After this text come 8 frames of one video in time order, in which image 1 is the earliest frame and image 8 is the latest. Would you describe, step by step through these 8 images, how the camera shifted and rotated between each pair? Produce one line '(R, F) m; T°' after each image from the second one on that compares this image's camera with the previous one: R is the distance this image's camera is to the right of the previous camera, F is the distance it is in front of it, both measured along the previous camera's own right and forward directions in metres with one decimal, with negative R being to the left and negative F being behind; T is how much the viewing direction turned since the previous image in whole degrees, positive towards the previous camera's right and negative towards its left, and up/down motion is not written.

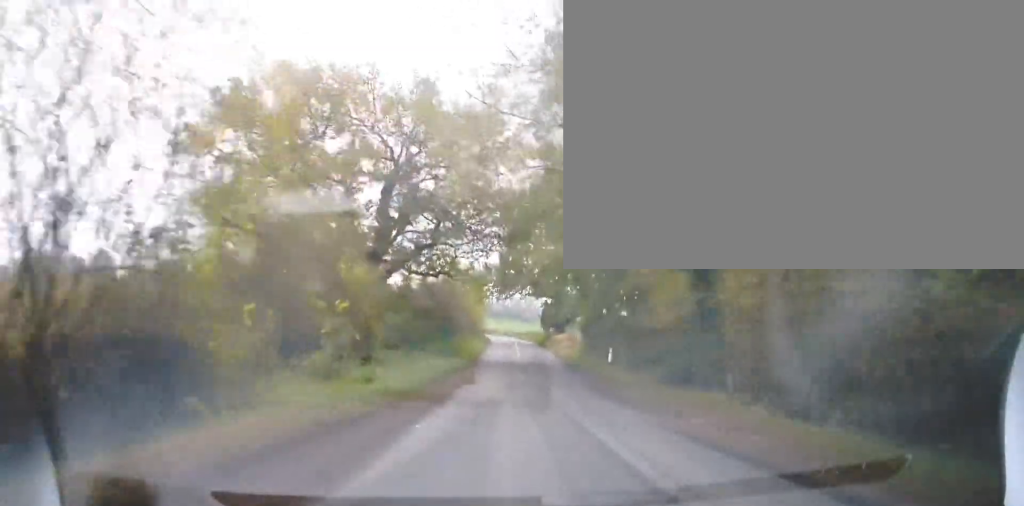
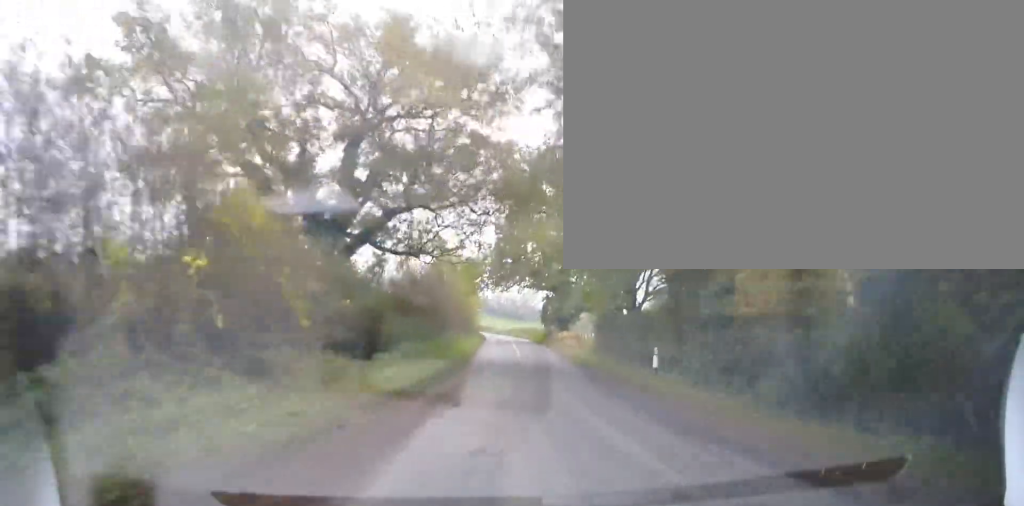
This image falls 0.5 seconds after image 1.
(+0.1, +6.9) m; +1°
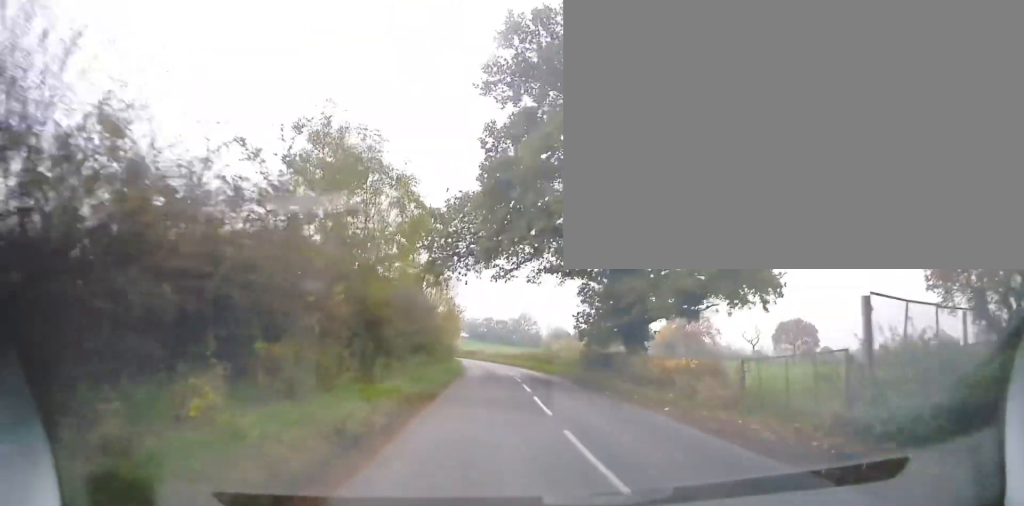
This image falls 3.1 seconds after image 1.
(+0.3, +31.7) m; 0°
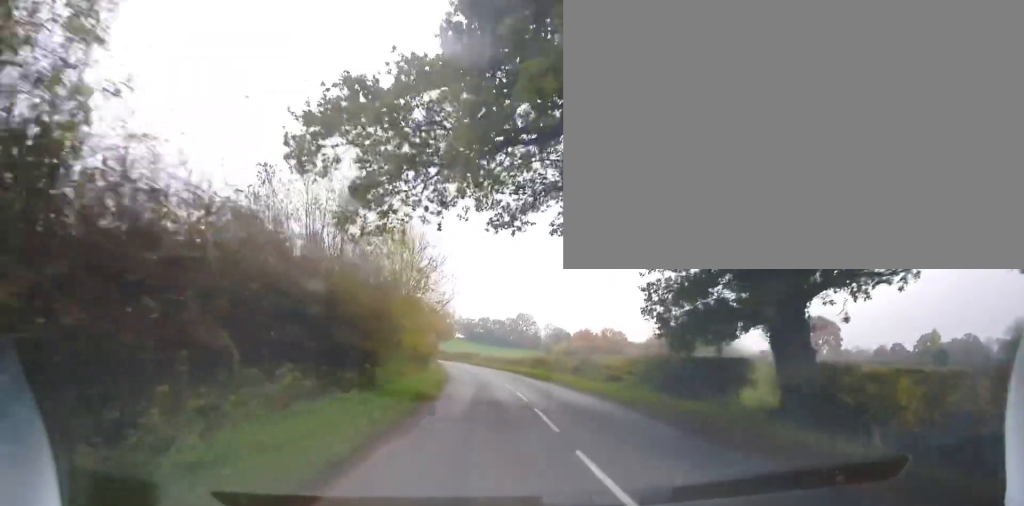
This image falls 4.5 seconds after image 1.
(+0.4, +14.4) m; +1°
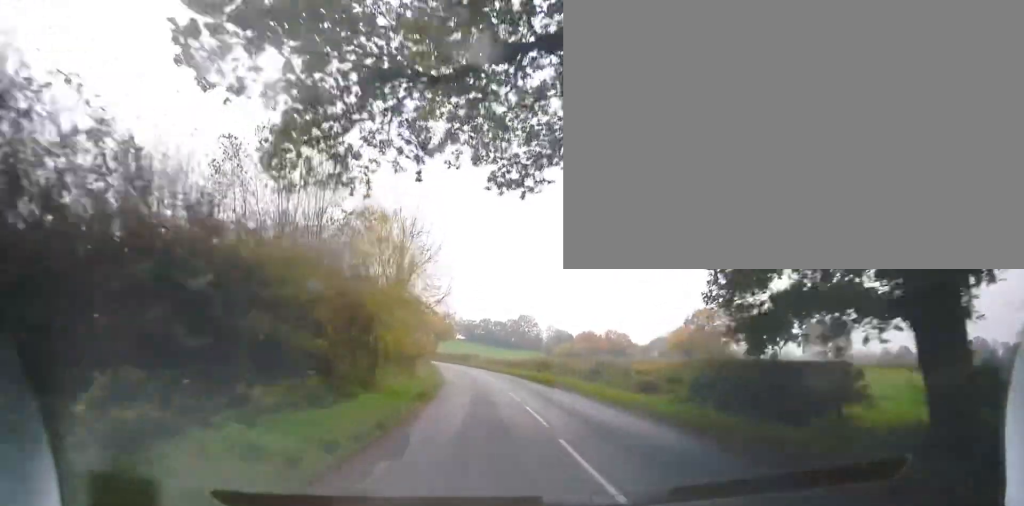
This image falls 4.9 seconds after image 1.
(0.0, +4.3) m; 0°
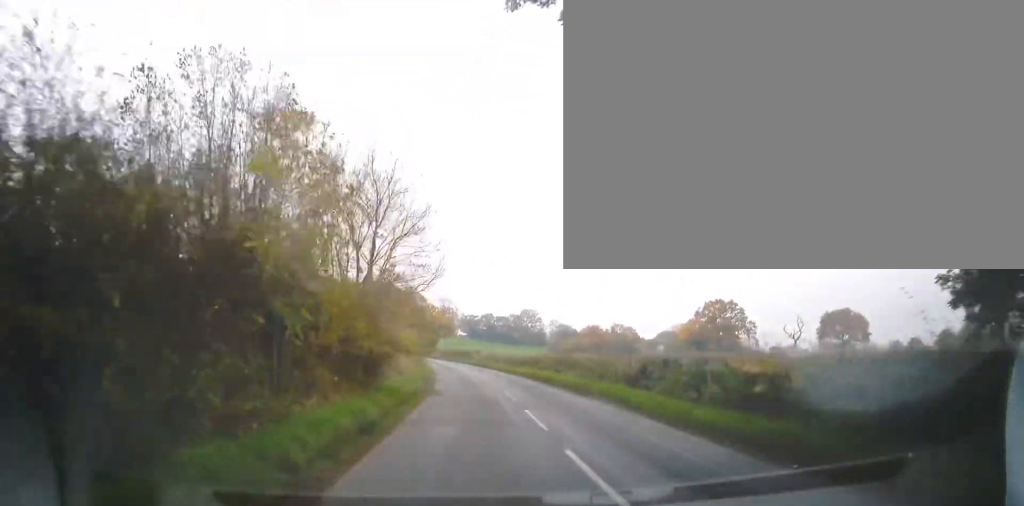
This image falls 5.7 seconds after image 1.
(-0.1, +7.7) m; 0°
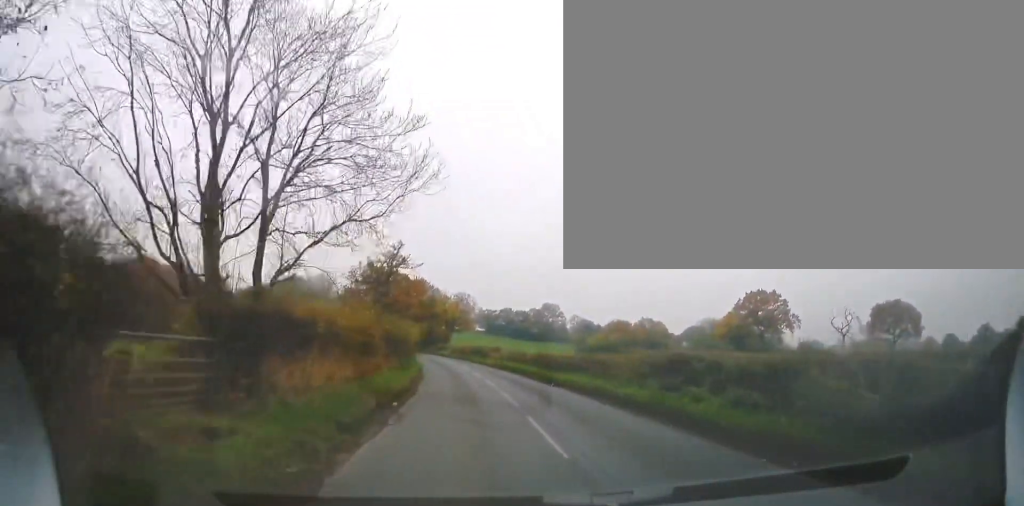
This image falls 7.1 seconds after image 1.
(+0.3, +14.8) m; +1°
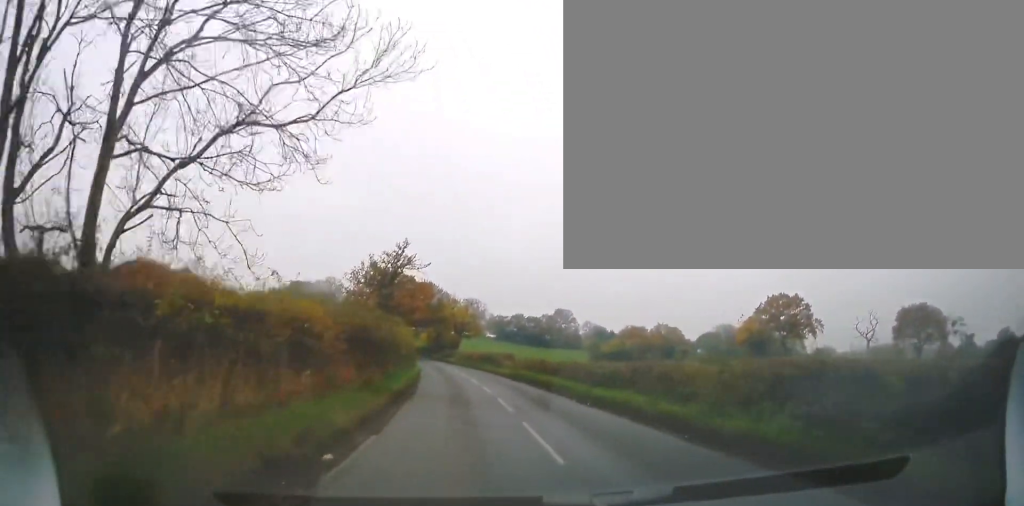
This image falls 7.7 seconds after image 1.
(0.0, +6.1) m; -2°
